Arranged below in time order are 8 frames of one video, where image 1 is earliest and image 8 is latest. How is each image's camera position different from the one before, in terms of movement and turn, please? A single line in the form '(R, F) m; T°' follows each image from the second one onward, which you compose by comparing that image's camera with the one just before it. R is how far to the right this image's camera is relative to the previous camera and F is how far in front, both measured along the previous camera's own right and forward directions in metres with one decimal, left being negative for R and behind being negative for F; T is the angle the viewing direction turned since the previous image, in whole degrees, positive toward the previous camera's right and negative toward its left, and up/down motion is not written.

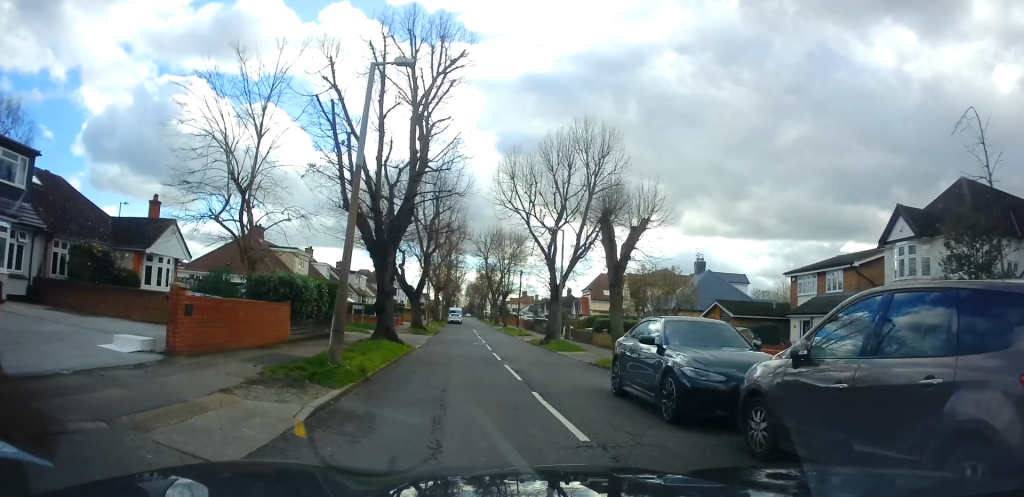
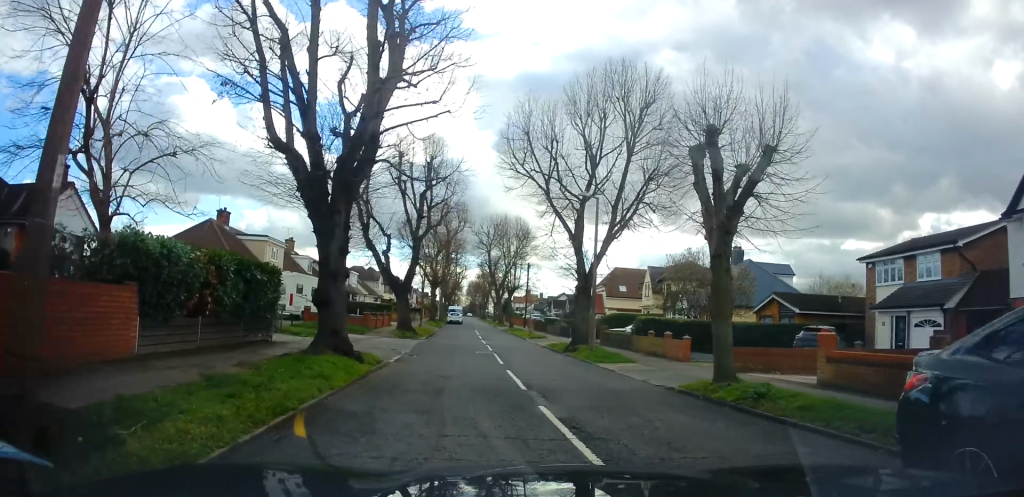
(0.0, +7.3) m; +4°
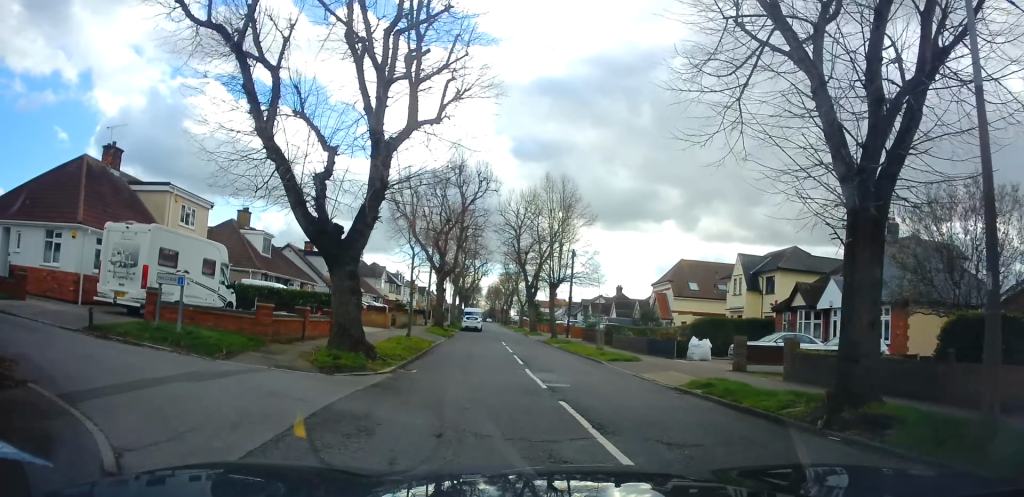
(-0.5, +17.4) m; -3°
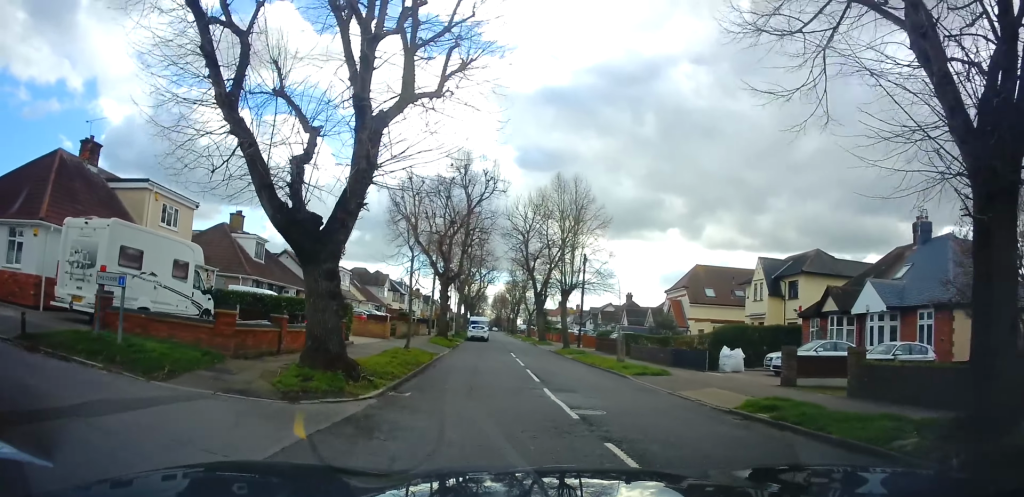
(+0.3, +2.4) m; +2°
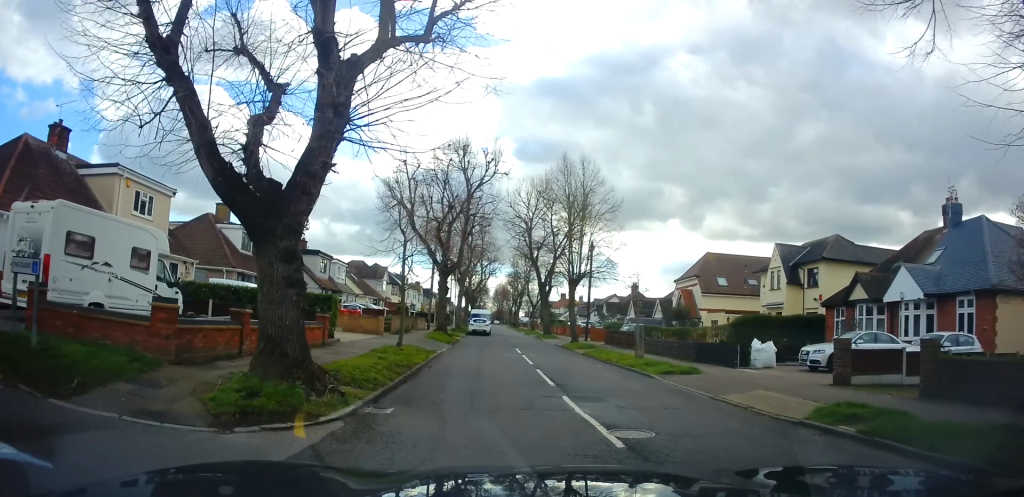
(+0.2, +2.4) m; +1°
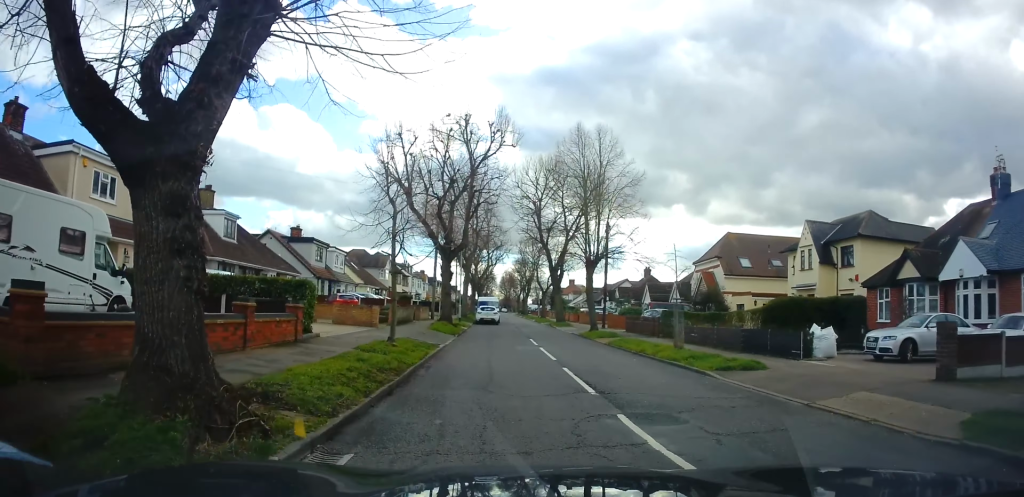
(-0.2, +3.1) m; -4°
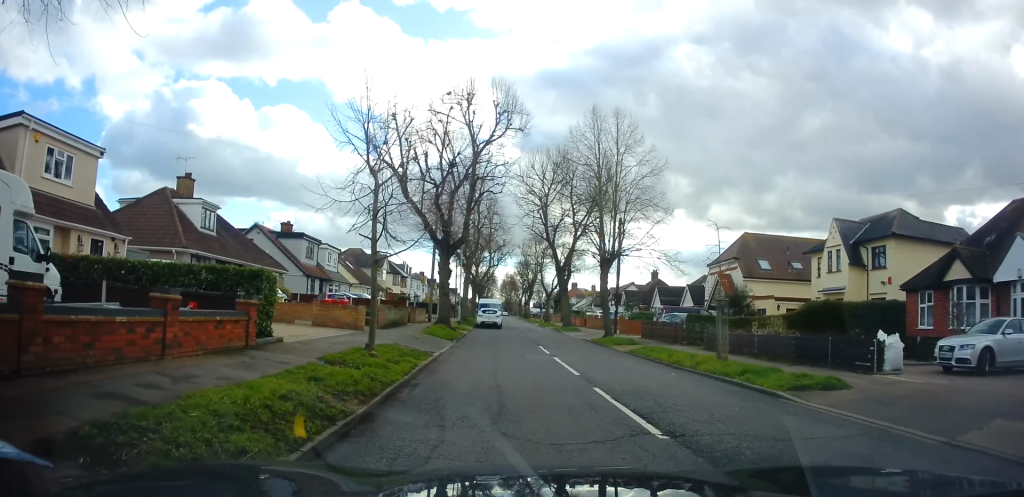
(-0.1, +2.9) m; -1°
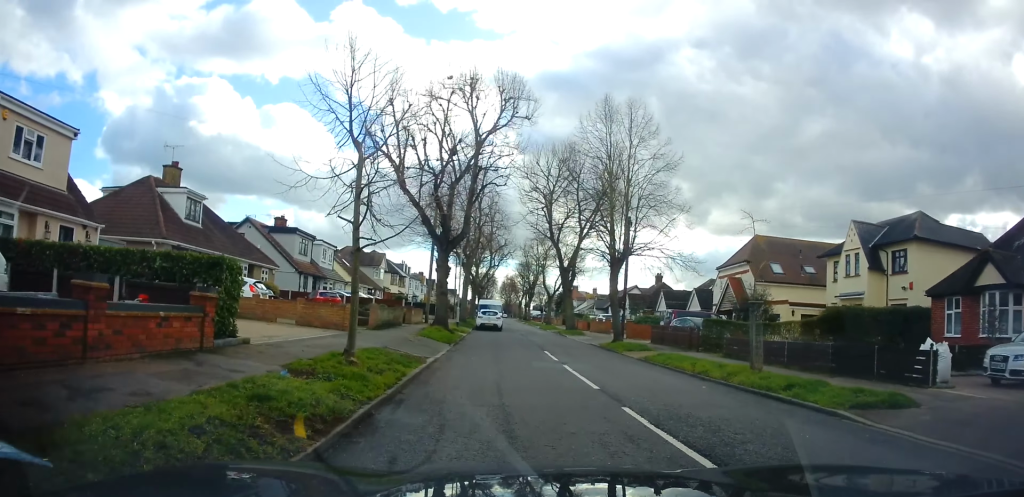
(0.0, +1.8) m; 0°
